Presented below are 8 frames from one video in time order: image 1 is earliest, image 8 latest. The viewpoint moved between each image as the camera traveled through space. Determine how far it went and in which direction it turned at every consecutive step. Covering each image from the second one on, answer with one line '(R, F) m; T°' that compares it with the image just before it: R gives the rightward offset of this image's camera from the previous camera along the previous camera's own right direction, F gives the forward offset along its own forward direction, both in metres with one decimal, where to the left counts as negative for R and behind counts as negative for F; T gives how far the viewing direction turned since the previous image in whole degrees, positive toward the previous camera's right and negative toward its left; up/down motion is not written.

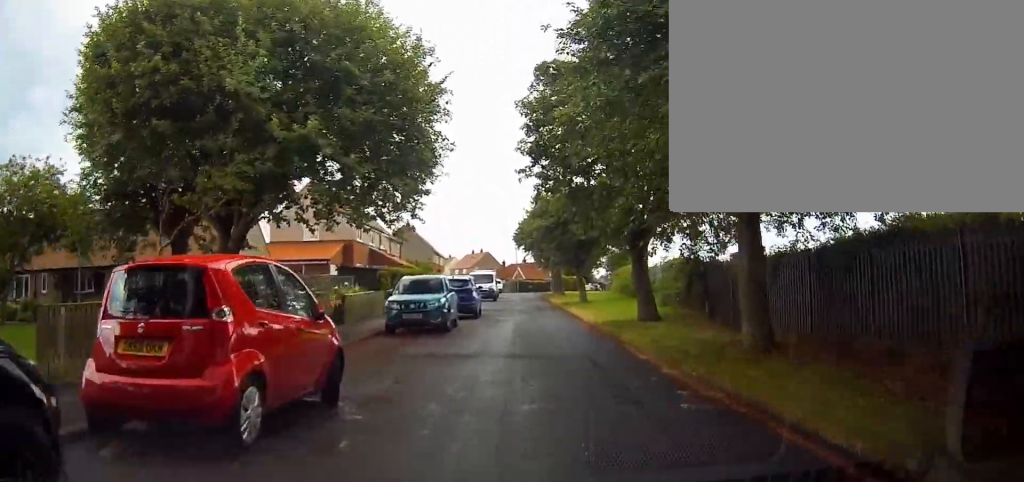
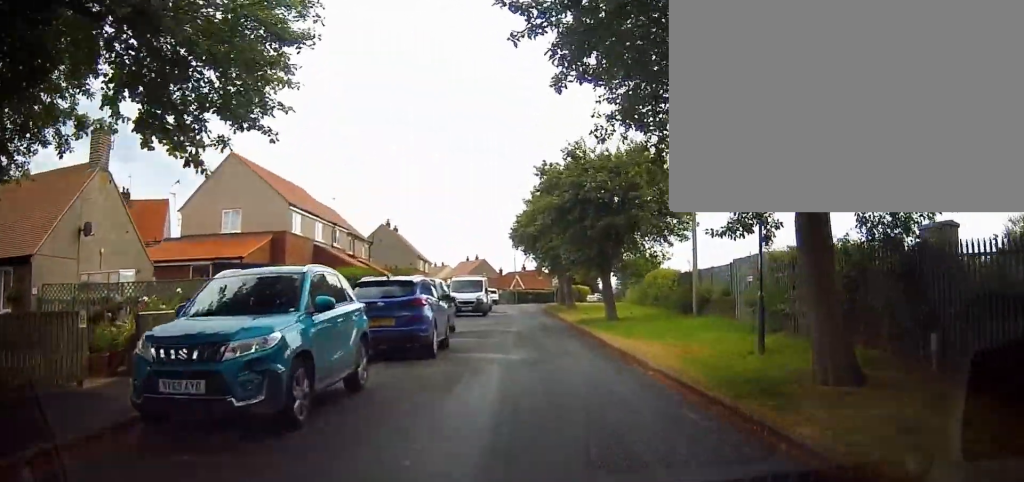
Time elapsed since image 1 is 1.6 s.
(+0.9, +11.7) m; +2°
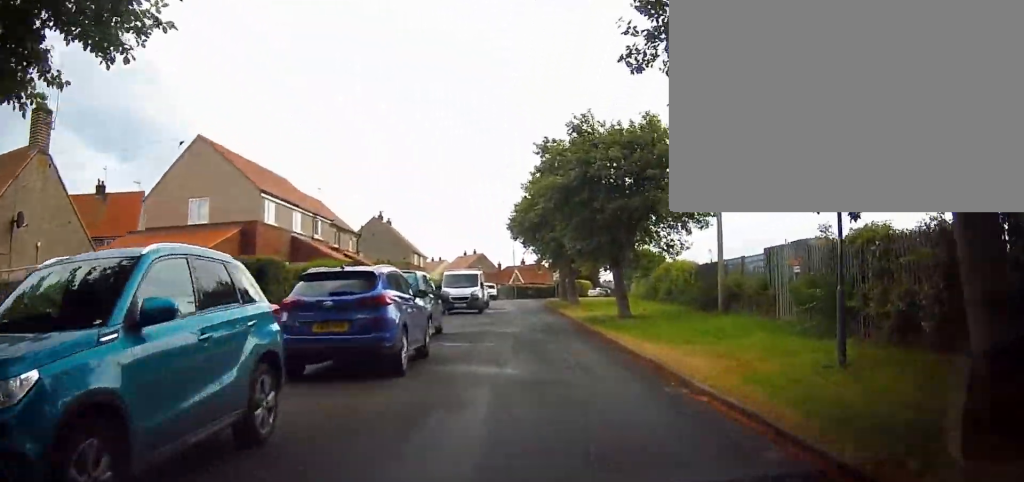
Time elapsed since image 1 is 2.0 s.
(+0.1, +3.2) m; -2°
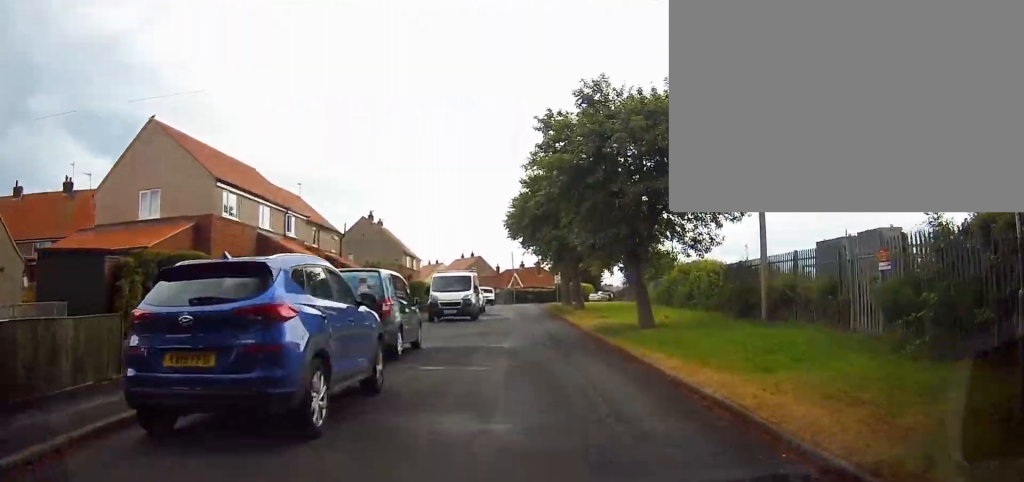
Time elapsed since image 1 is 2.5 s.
(-0.3, +3.9) m; -2°
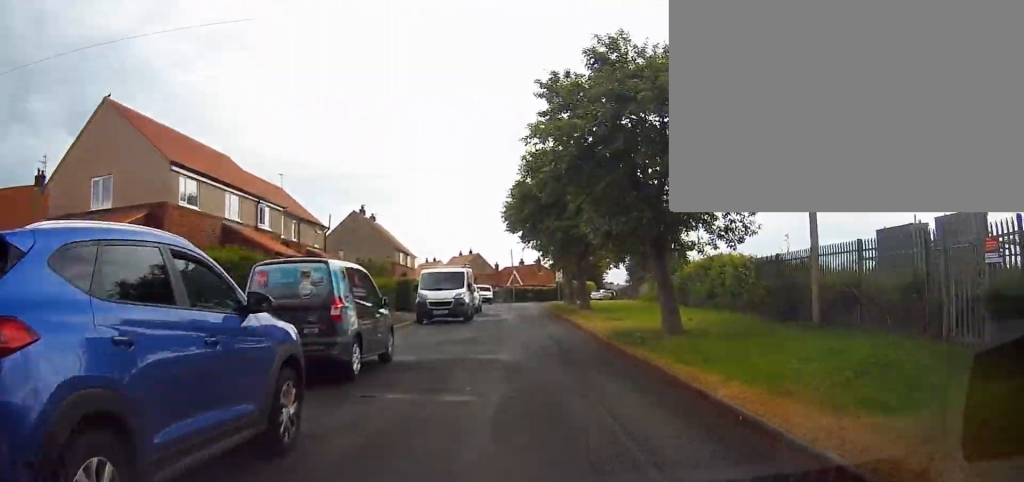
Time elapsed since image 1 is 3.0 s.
(-0.1, +3.2) m; -1°
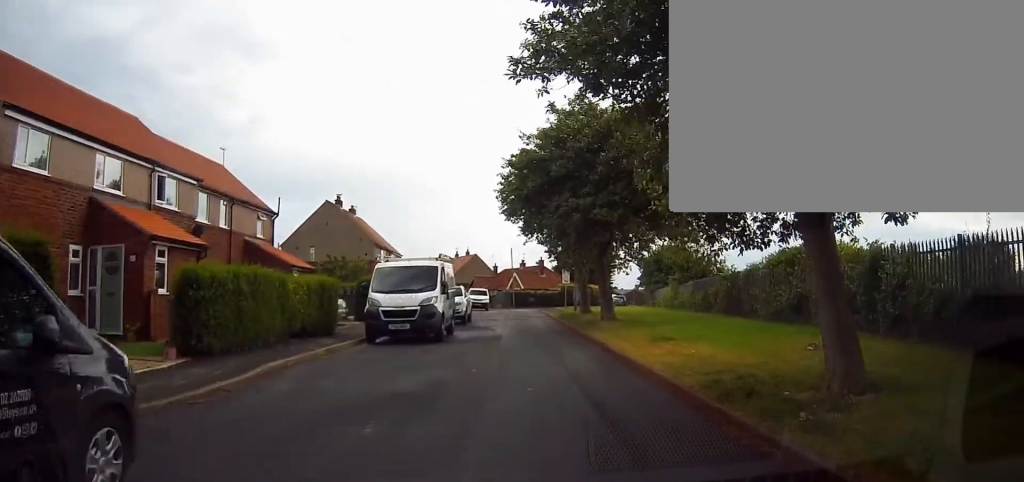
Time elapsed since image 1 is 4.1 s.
(+0.3, +8.3) m; +4°
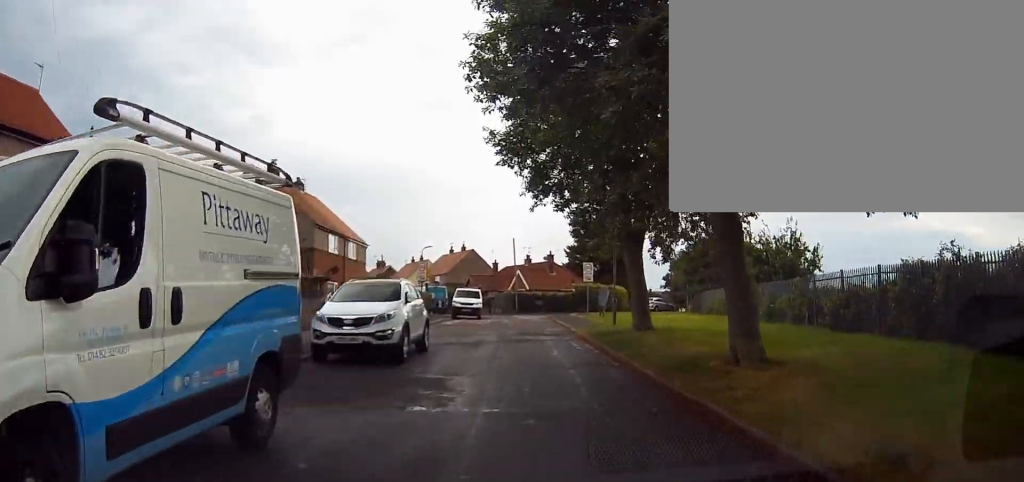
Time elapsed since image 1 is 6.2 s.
(+0.9, +15.2) m; +3°
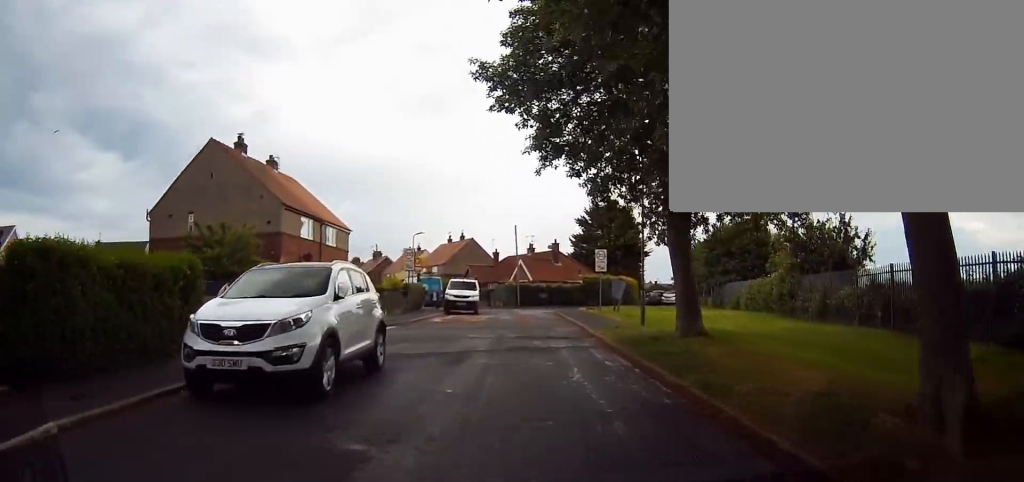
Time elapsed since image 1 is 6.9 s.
(+0.1, +5.3) m; -3°
